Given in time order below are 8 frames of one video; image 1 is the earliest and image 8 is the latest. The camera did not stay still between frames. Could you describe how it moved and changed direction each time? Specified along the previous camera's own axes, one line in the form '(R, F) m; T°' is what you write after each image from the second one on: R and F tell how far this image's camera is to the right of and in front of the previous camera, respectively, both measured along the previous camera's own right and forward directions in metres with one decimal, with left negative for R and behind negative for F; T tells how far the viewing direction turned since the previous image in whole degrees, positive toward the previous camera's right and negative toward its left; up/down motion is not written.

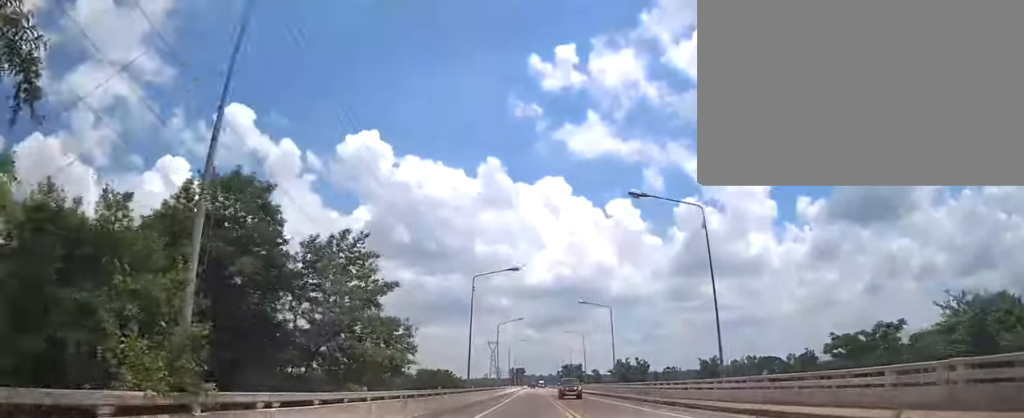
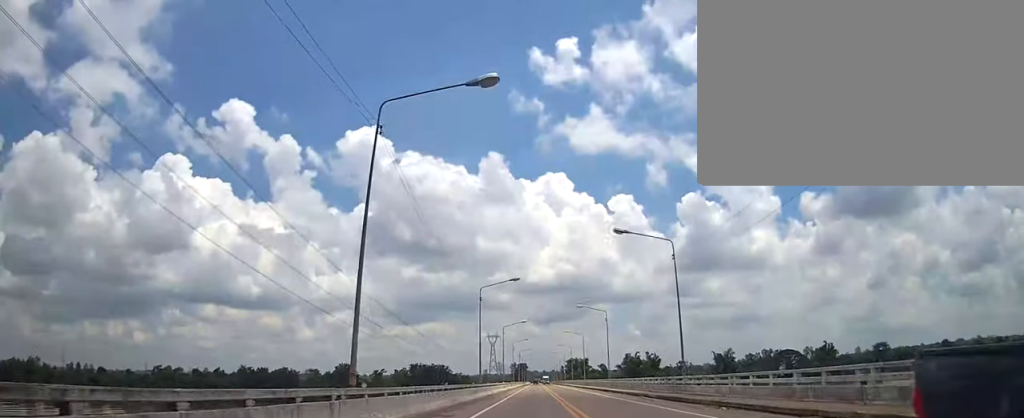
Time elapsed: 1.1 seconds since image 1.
(-0.1, +26.9) m; 0°
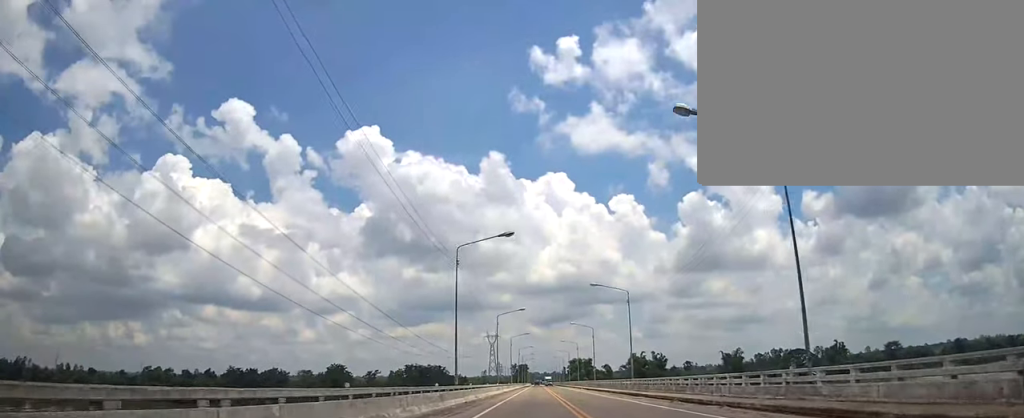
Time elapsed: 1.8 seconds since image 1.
(0.0, +15.3) m; 0°
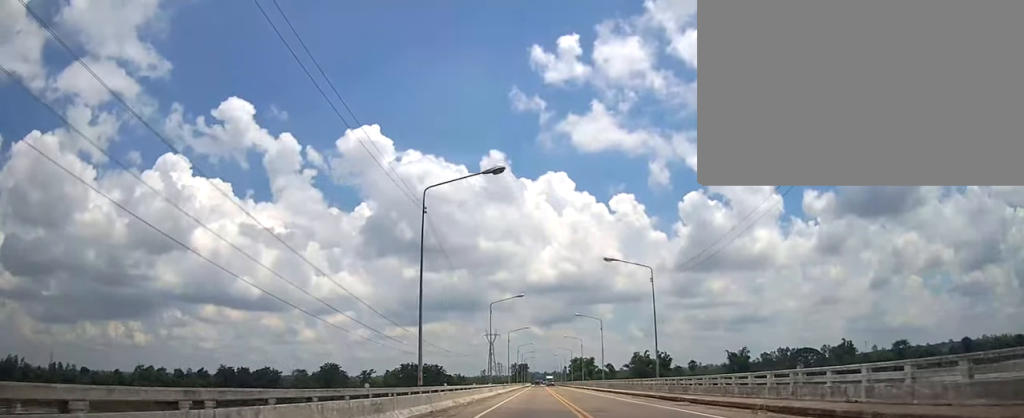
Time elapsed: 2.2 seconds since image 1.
(0.0, +10.5) m; 0°
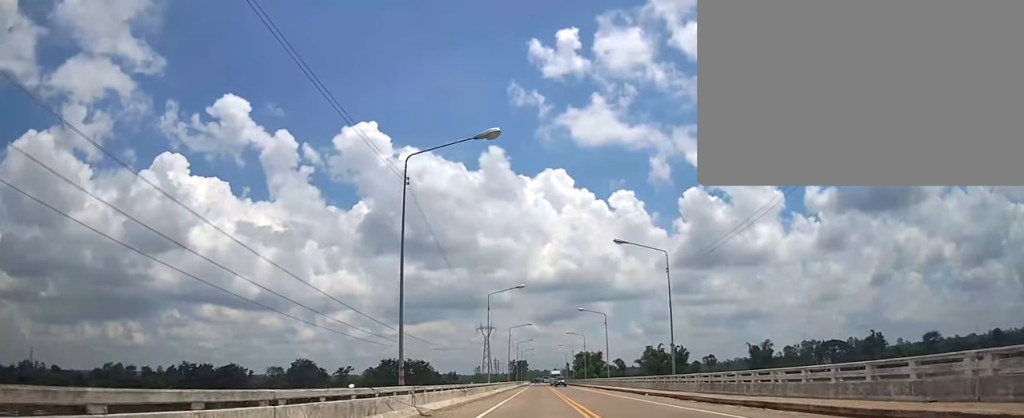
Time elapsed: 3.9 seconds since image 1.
(0.0, +38.7) m; 0°
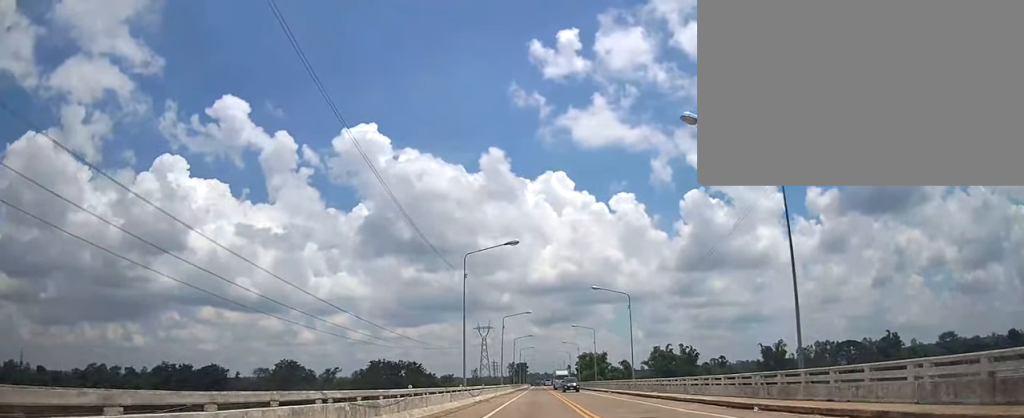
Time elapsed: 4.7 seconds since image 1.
(0.0, +18.4) m; 0°
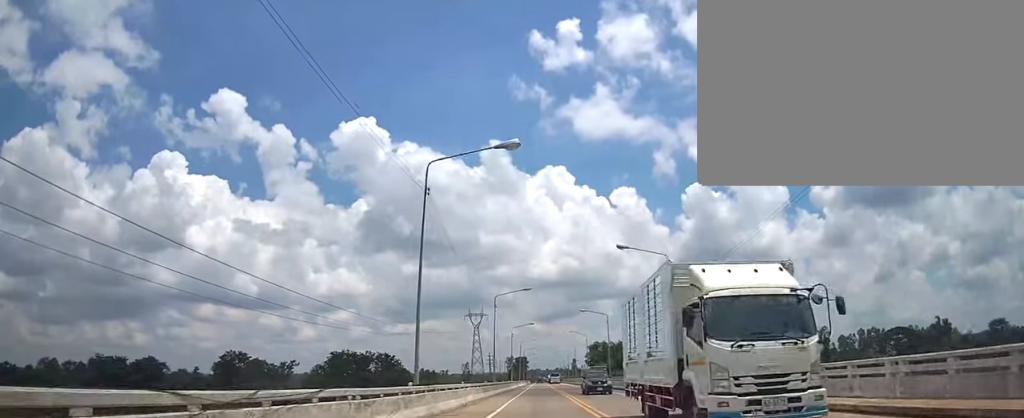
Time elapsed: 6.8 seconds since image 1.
(0.0, +49.8) m; 0°
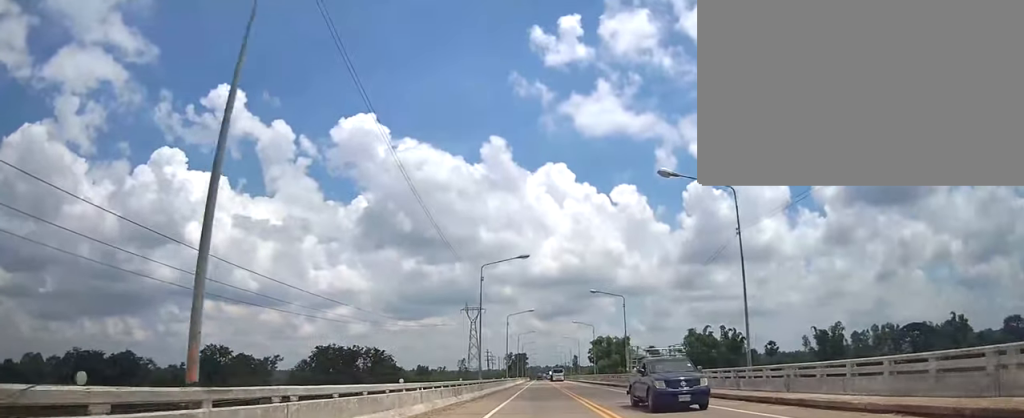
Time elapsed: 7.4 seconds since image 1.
(0.0, +13.8) m; 0°
